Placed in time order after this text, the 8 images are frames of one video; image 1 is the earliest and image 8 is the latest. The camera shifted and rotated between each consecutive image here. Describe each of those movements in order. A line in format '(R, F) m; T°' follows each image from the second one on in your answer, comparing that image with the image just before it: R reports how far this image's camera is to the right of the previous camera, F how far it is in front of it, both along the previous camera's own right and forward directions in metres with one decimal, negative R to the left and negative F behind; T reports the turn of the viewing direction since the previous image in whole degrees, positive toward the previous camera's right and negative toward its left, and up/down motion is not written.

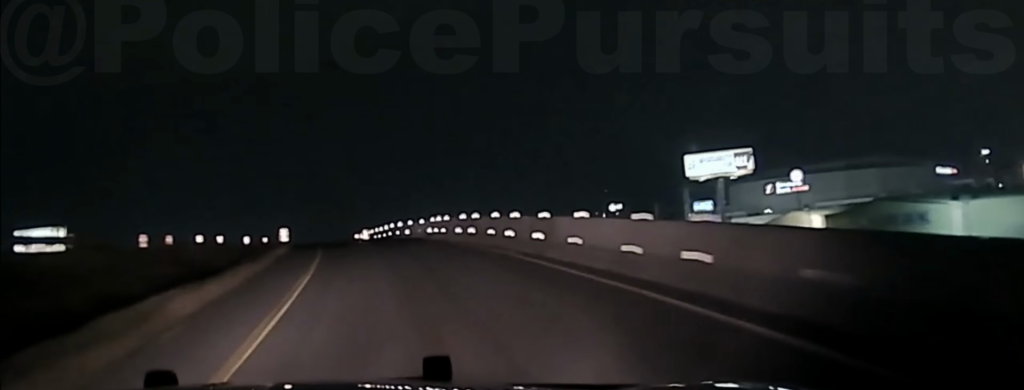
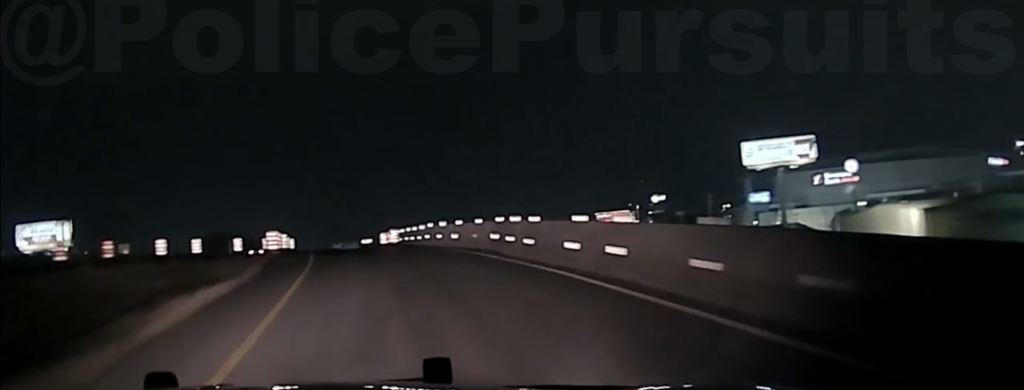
(-0.1, +13.8) m; -2°
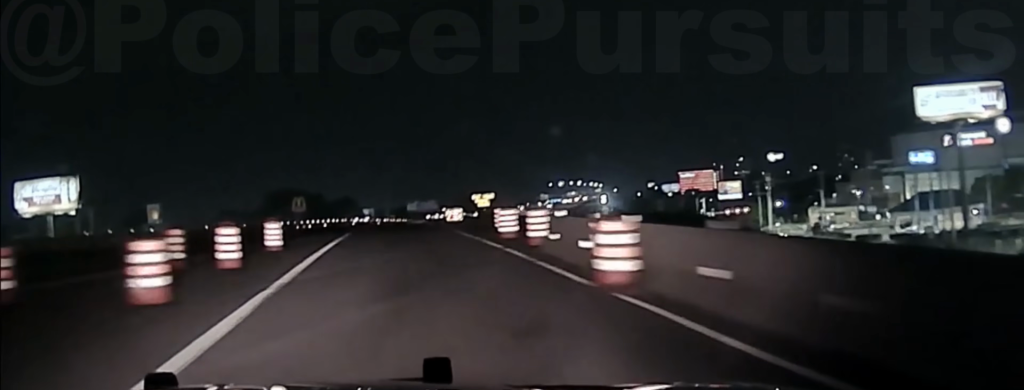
(-1.6, +36.3) m; -5°
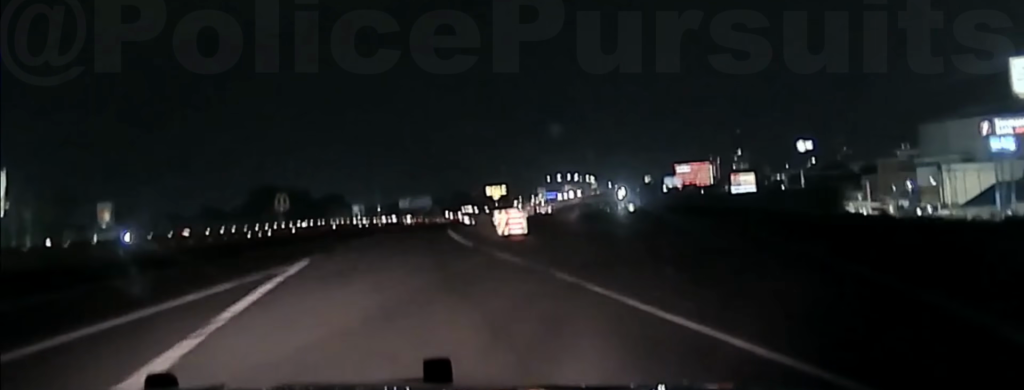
(-0.5, +28.2) m; -1°
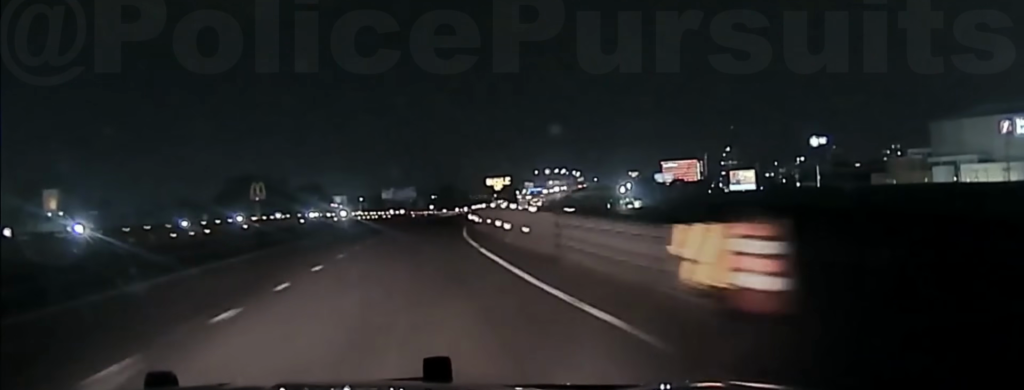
(0.0, +18.9) m; +1°
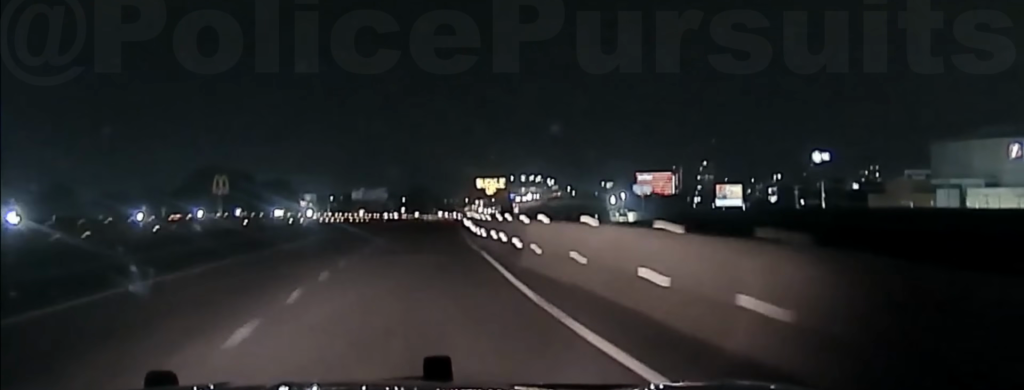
(0.0, +17.5) m; +1°
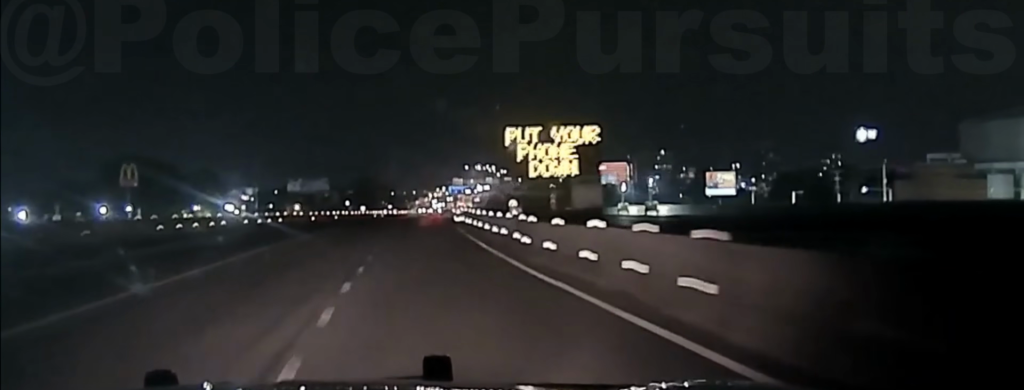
(+1.1, +46.2) m; +3°
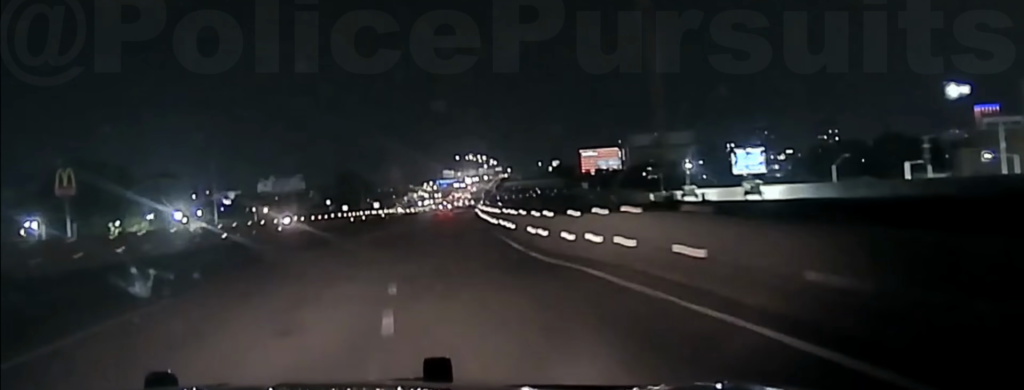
(+0.9, +33.4) m; +3°
